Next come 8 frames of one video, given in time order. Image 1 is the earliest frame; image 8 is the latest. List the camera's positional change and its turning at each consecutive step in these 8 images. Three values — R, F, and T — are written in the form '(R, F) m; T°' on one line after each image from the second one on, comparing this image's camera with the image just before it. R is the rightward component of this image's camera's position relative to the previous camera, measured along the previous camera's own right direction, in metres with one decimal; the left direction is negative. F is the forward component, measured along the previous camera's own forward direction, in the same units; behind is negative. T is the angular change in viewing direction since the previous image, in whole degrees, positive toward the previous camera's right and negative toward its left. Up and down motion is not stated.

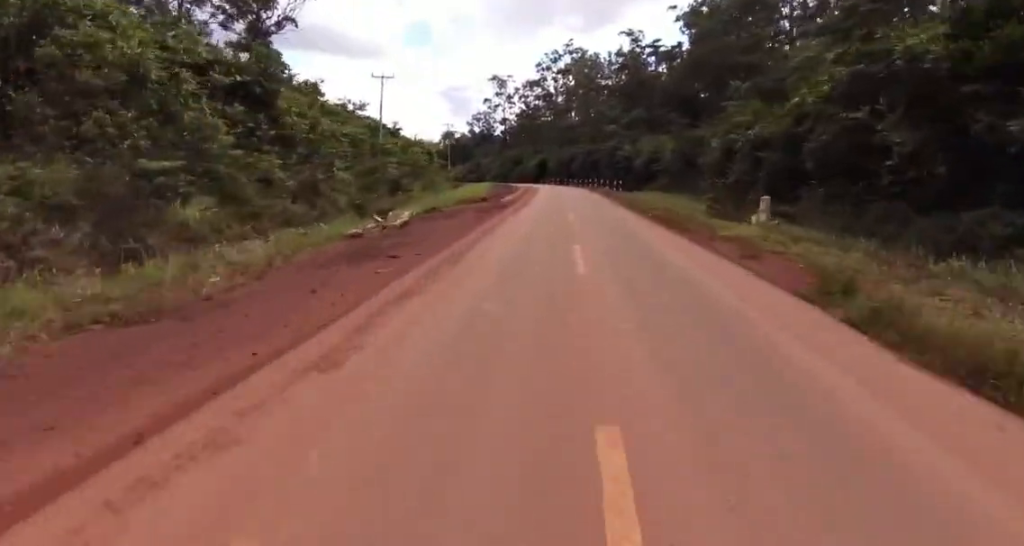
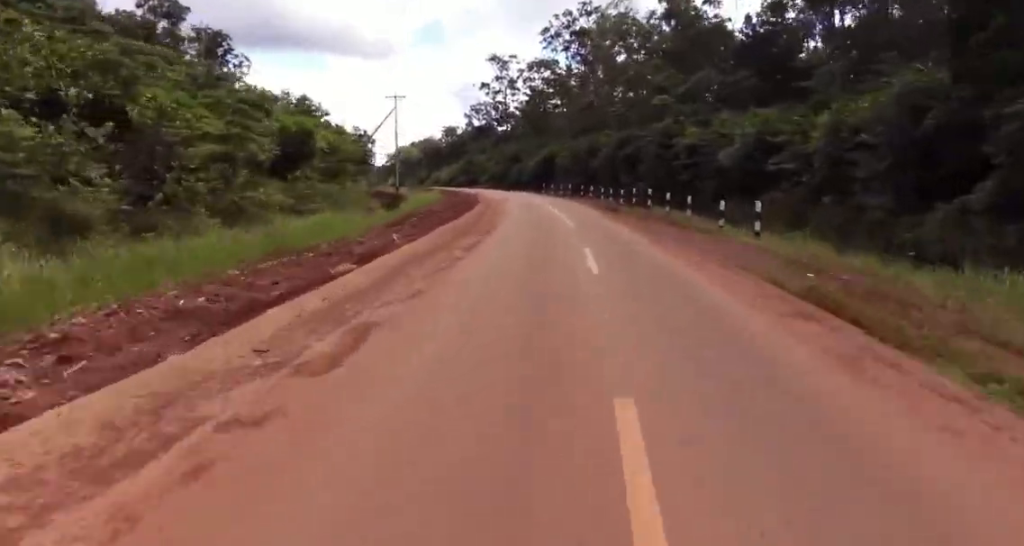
(+0.3, +41.1) m; 0°
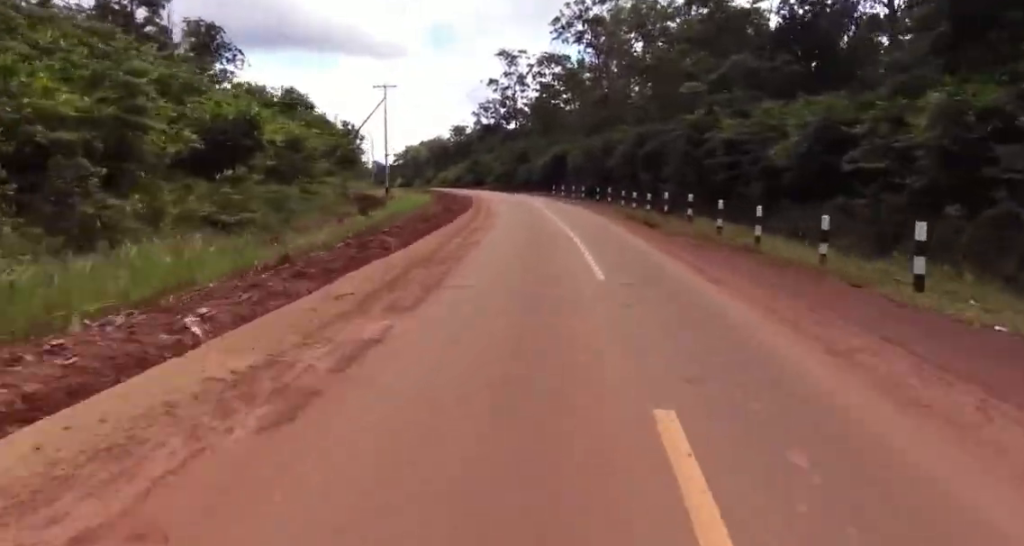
(0.0, +8.5) m; -2°
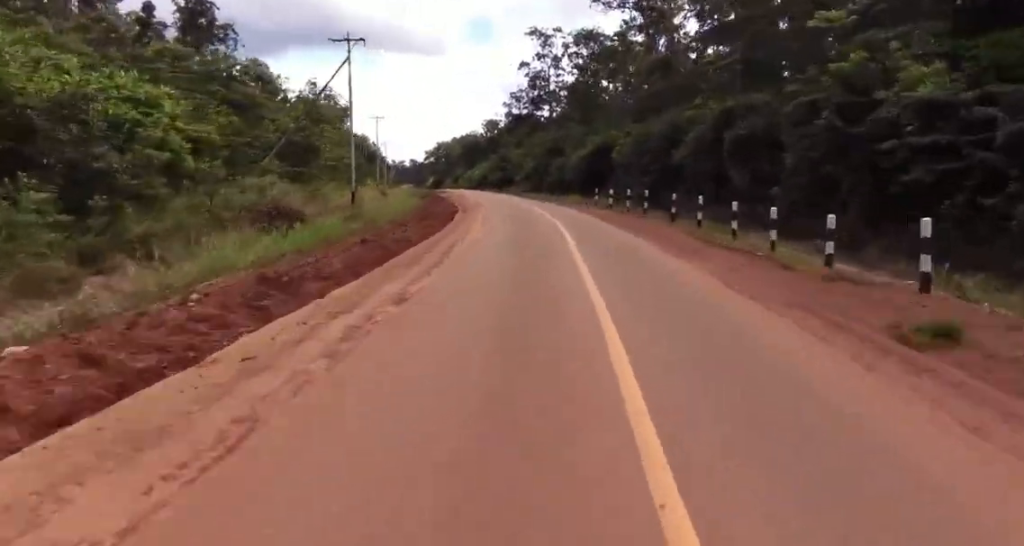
(-0.7, +20.3) m; -5°
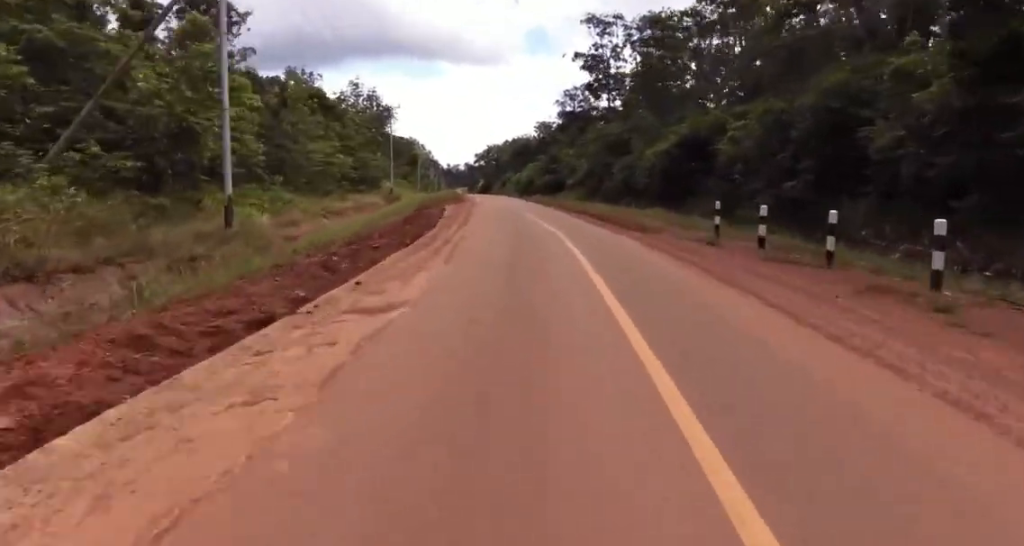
(-1.3, +21.9) m; -5°
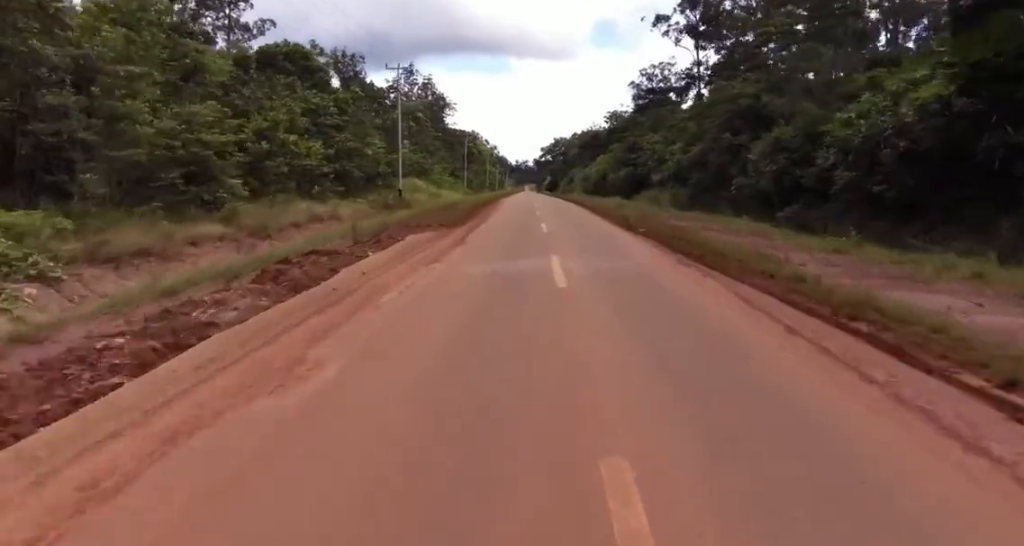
(-0.9, +25.6) m; -2°
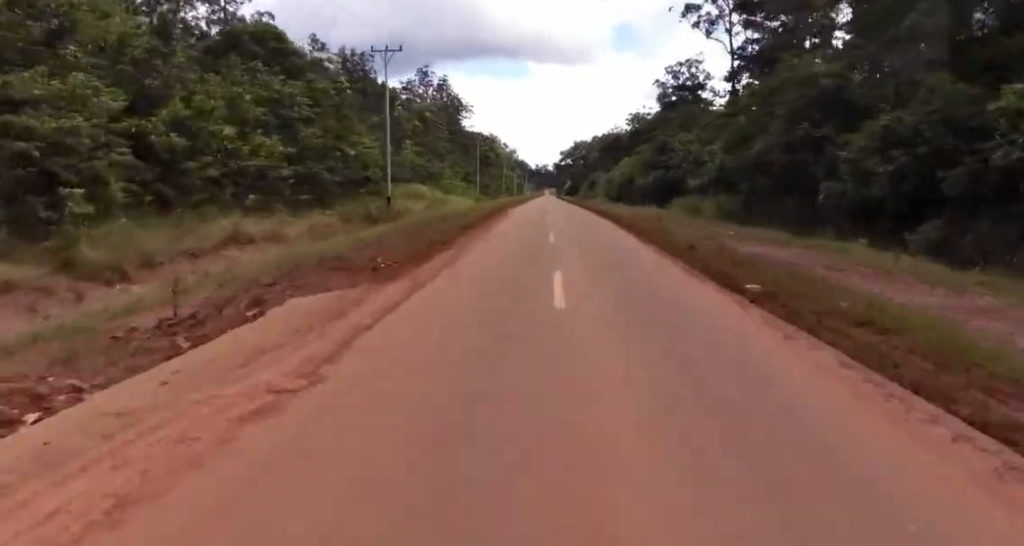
(0.0, +10.1) m; 0°
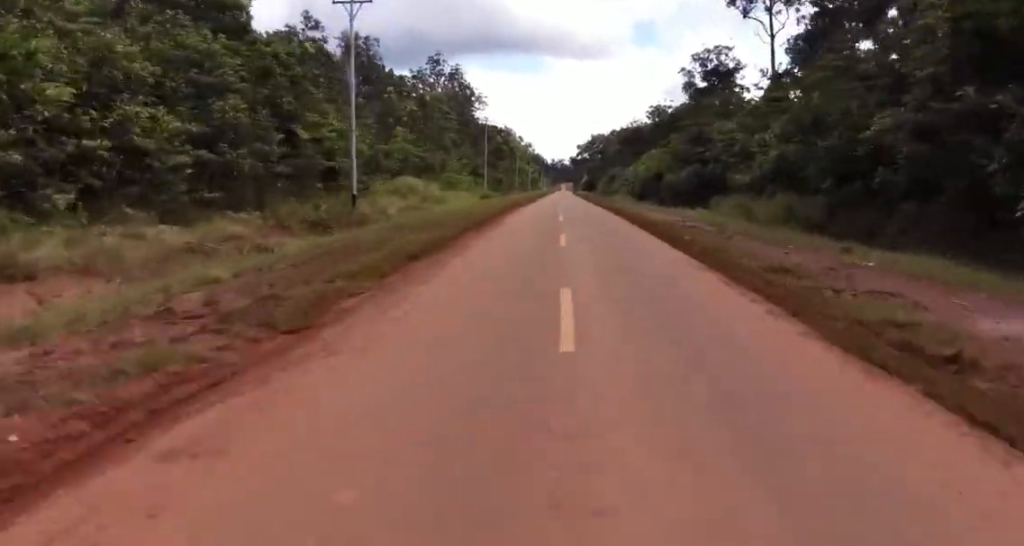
(0.0, +10.2) m; 0°
